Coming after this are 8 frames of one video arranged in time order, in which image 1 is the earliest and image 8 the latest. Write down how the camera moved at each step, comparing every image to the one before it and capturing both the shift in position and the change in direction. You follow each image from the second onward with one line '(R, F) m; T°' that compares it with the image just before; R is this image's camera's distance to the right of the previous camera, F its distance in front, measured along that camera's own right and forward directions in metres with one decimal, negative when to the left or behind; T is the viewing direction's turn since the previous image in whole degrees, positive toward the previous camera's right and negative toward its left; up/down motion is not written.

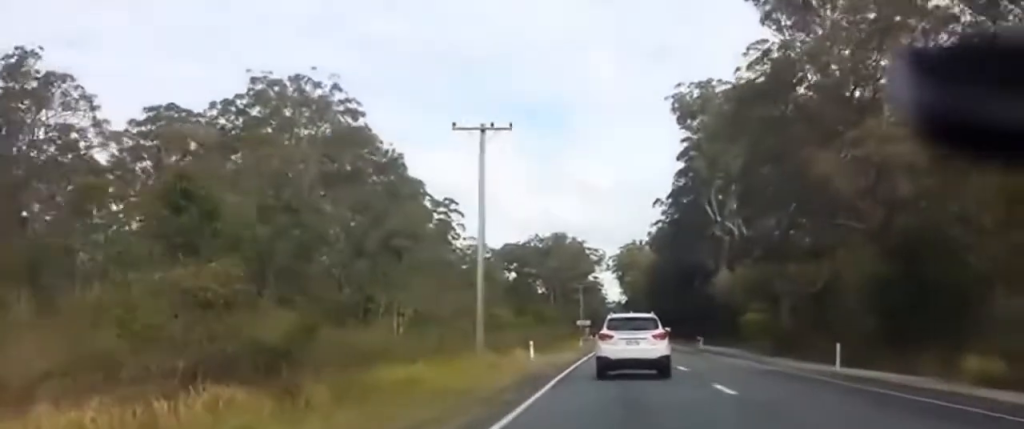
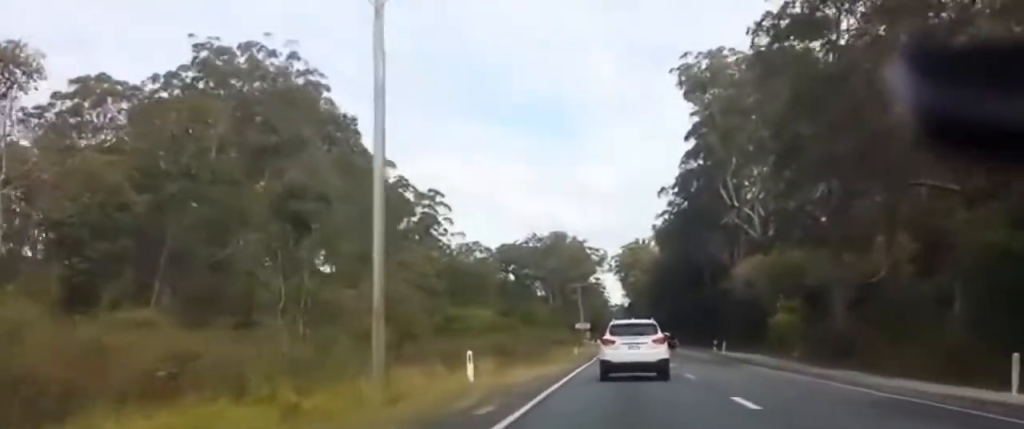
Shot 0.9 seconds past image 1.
(+0.1, +14.9) m; -1°
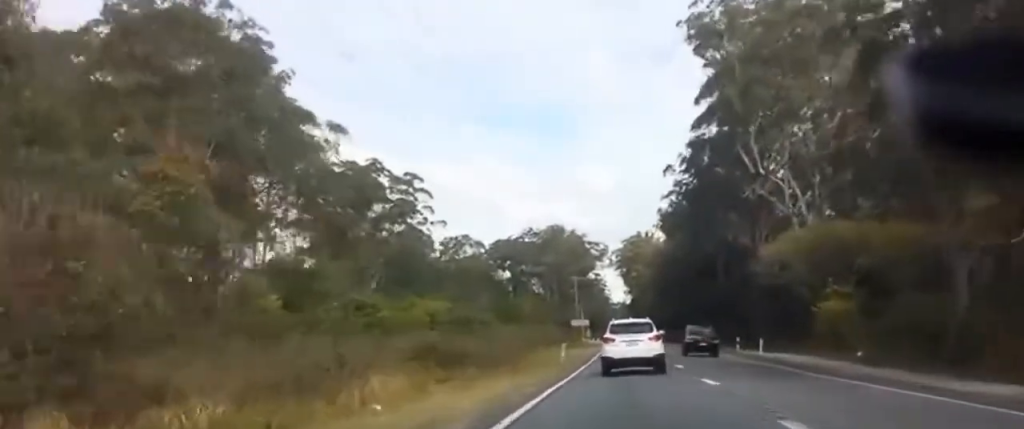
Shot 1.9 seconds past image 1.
(-0.5, +17.9) m; -1°
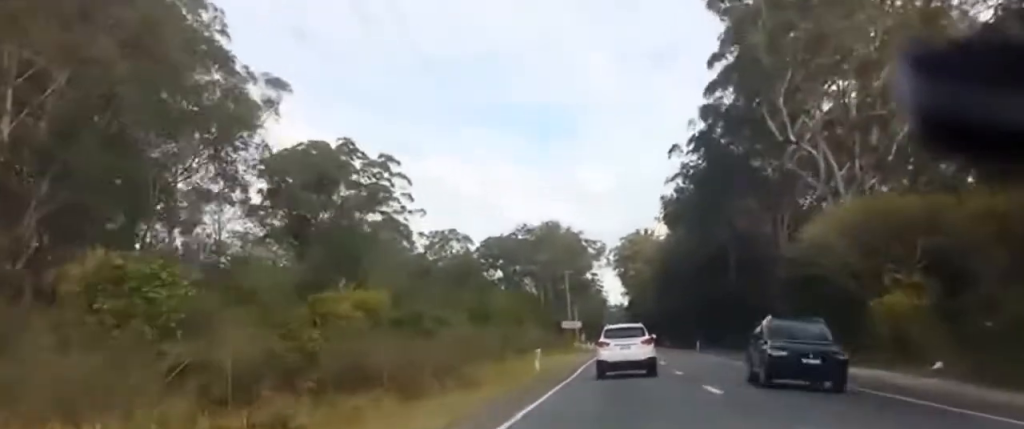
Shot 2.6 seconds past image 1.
(+0.2, +13.6) m; 0°
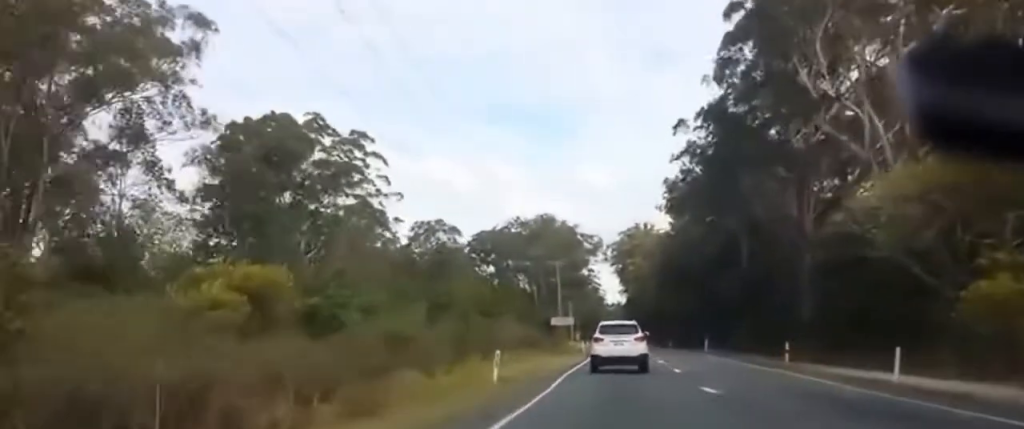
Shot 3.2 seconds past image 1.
(-0.1, +12.1) m; -1°
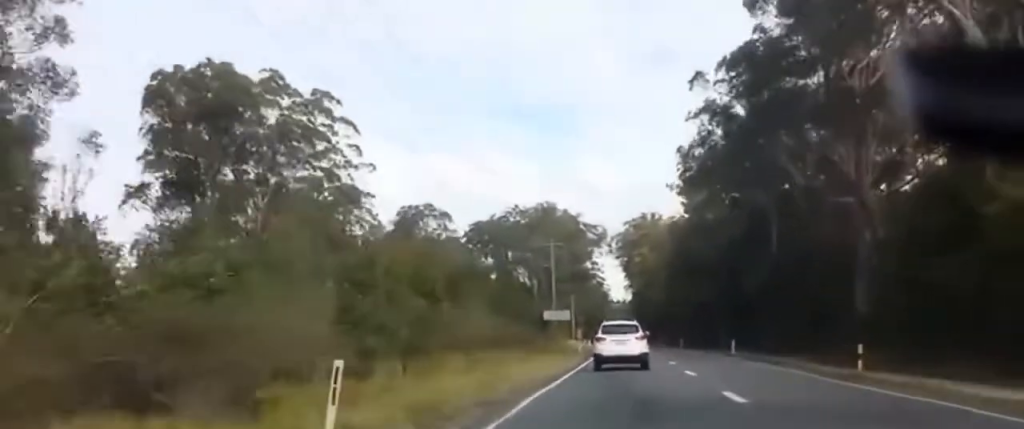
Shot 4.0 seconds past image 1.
(-0.1, +15.2) m; -1°
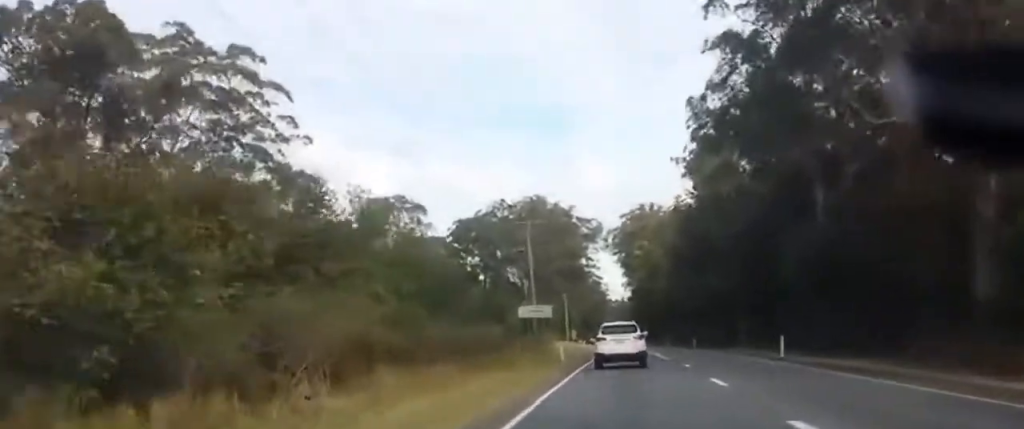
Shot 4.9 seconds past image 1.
(-0.1, +18.9) m; -1°
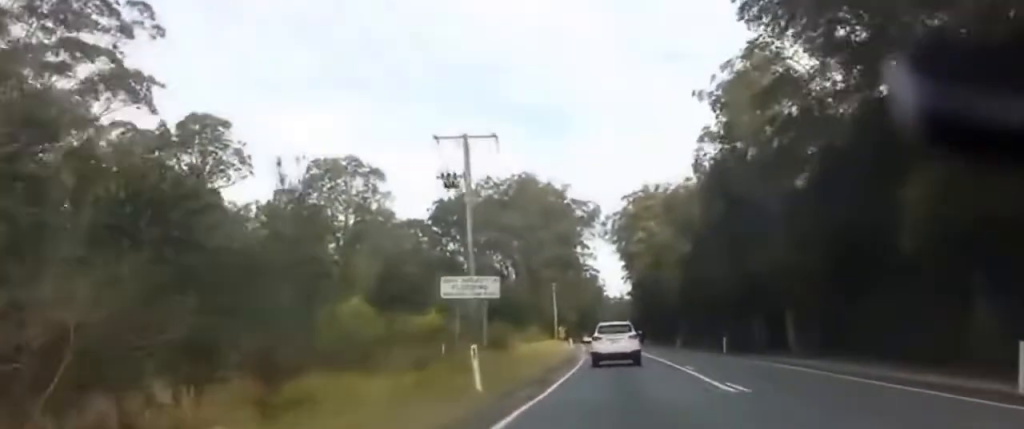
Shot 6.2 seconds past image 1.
(0.0, +26.4) m; +1°
